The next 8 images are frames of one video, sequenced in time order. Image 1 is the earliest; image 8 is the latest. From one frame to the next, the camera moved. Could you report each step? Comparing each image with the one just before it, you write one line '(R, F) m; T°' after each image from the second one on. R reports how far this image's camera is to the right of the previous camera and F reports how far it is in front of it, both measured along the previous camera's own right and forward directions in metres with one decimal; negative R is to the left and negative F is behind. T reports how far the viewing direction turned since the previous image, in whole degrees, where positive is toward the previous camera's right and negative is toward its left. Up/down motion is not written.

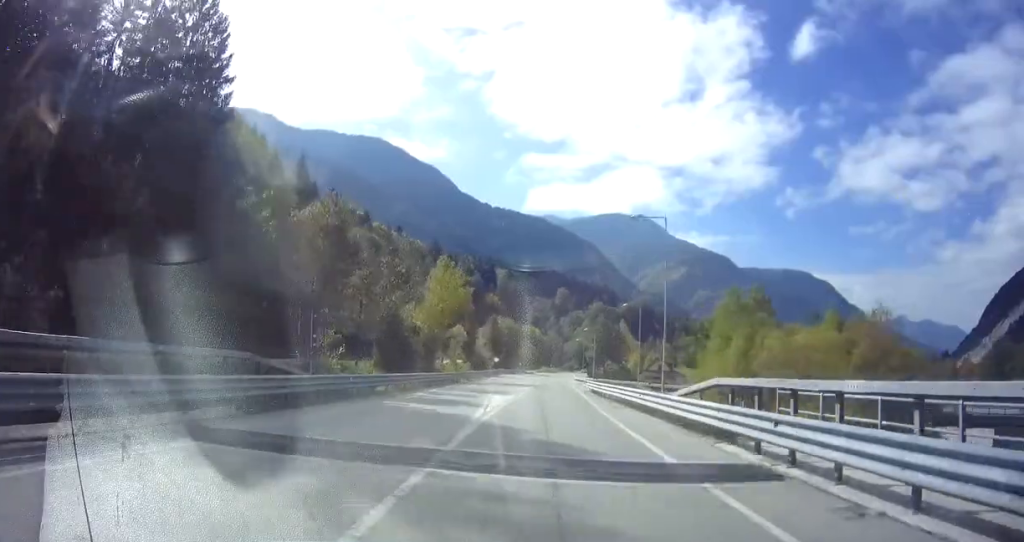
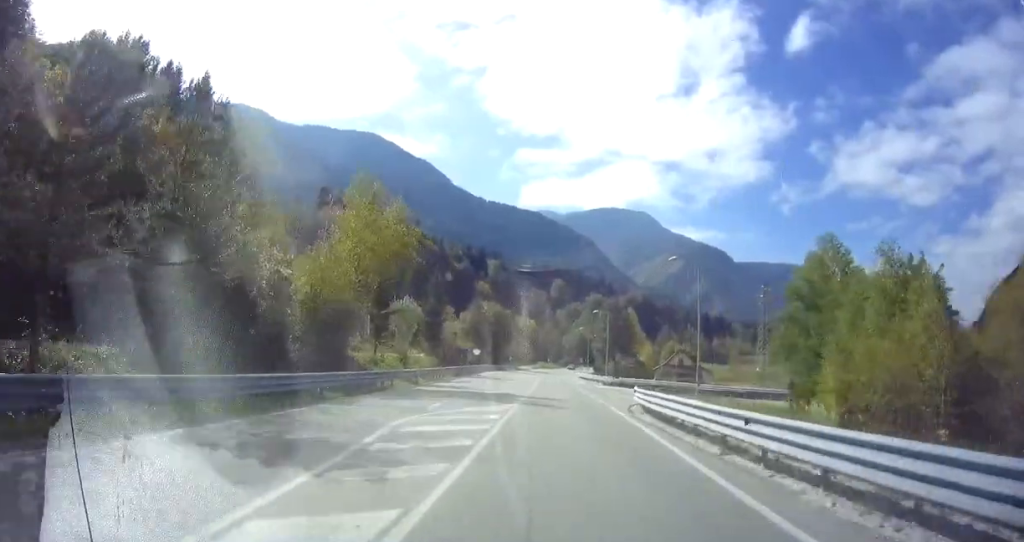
(0.0, +22.8) m; +1°
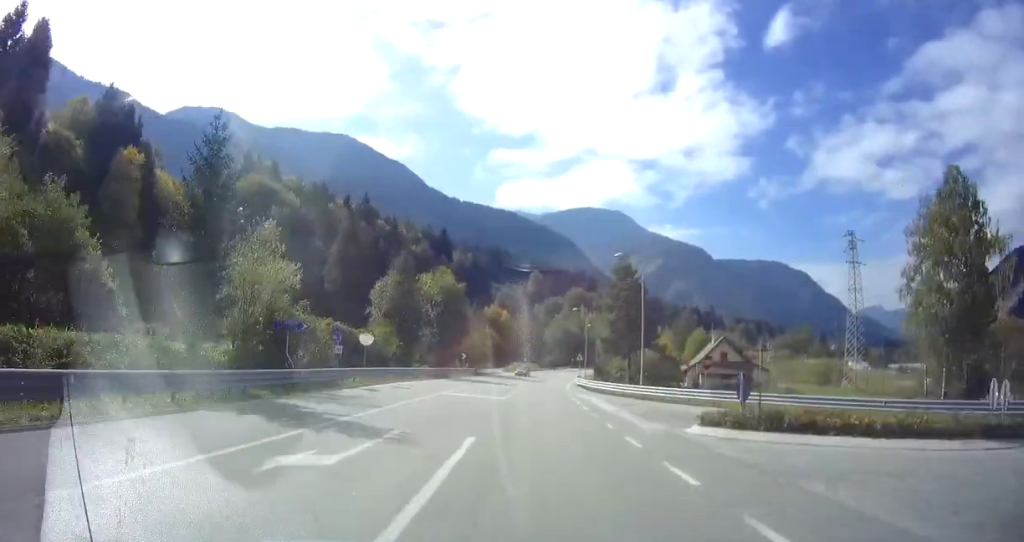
(+0.5, +35.7) m; +2°
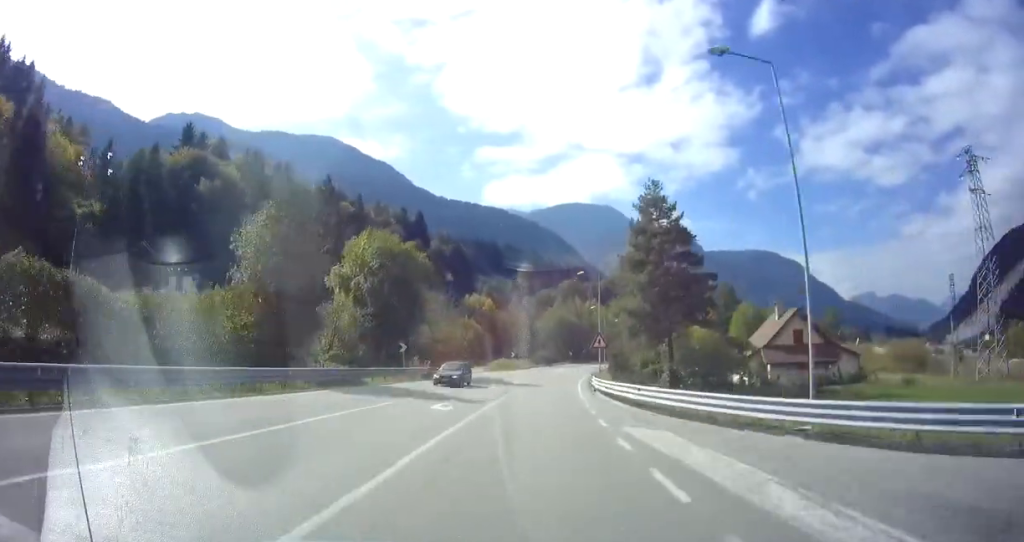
(+0.2, +24.4) m; +2°
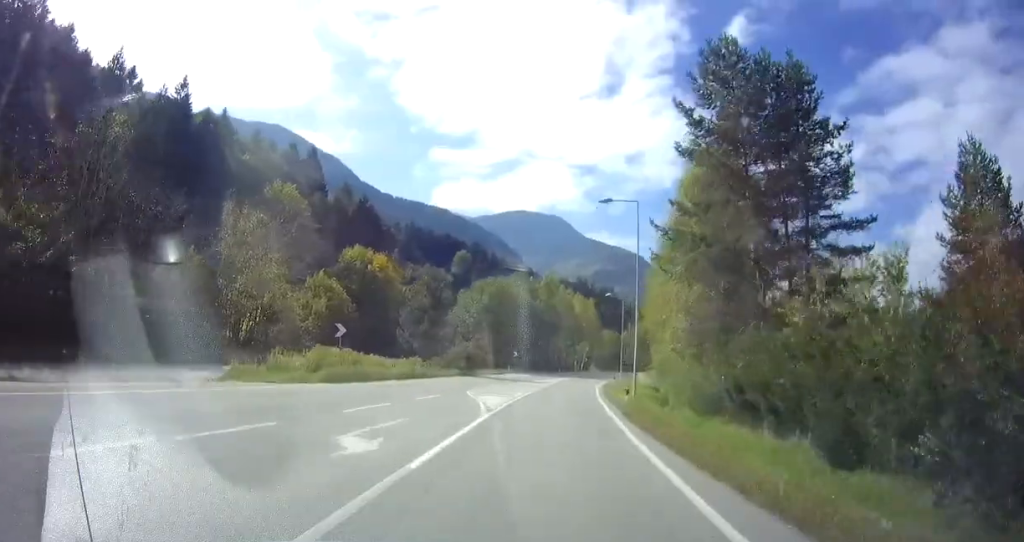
(+2.7, +52.9) m; +8°
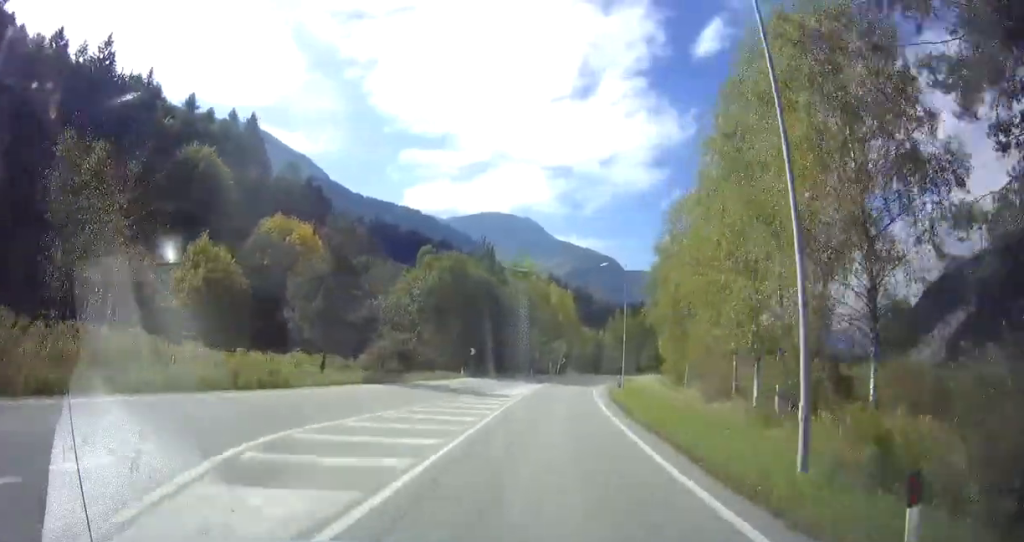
(+0.5, +17.2) m; +3°
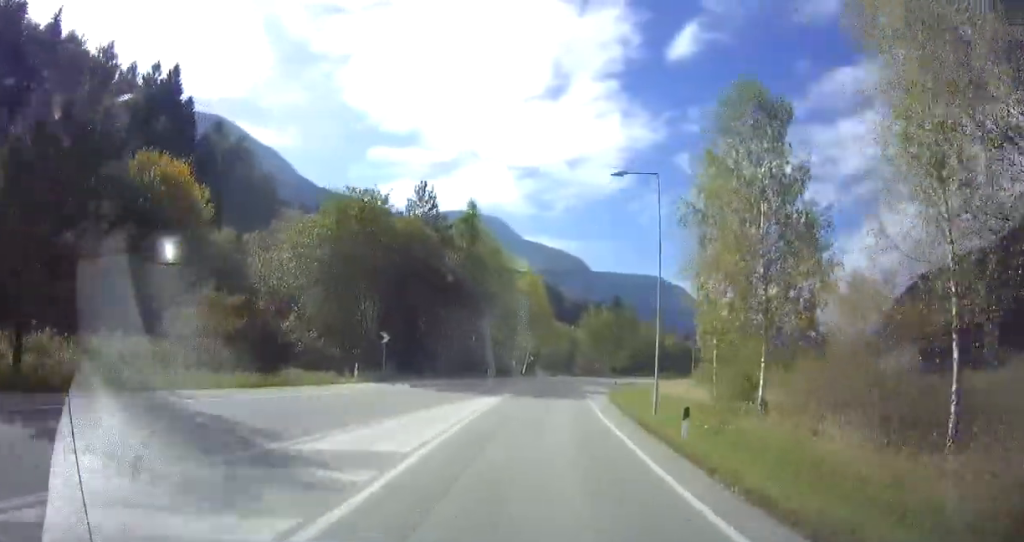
(+0.7, +19.6) m; +4°
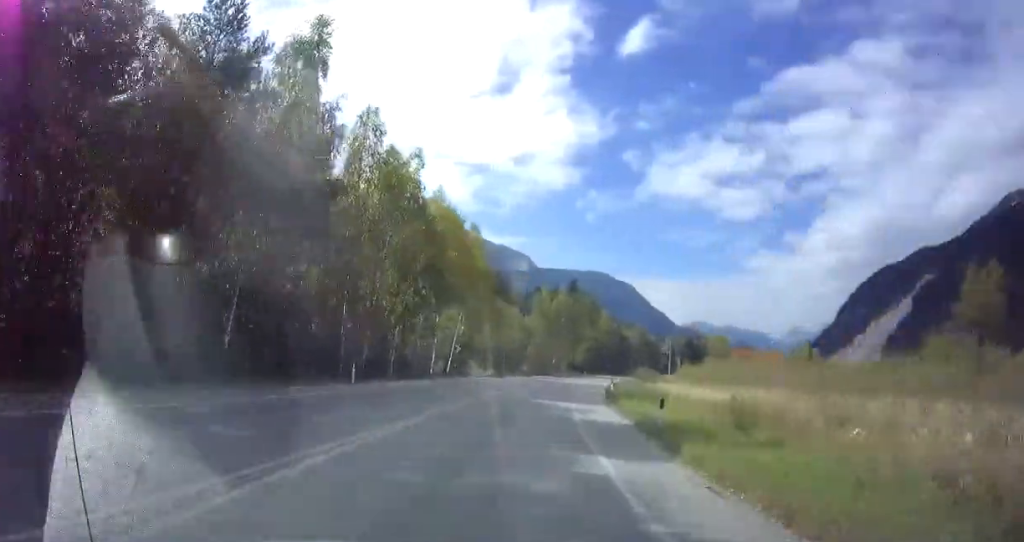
(+1.0, +26.2) m; +4°
